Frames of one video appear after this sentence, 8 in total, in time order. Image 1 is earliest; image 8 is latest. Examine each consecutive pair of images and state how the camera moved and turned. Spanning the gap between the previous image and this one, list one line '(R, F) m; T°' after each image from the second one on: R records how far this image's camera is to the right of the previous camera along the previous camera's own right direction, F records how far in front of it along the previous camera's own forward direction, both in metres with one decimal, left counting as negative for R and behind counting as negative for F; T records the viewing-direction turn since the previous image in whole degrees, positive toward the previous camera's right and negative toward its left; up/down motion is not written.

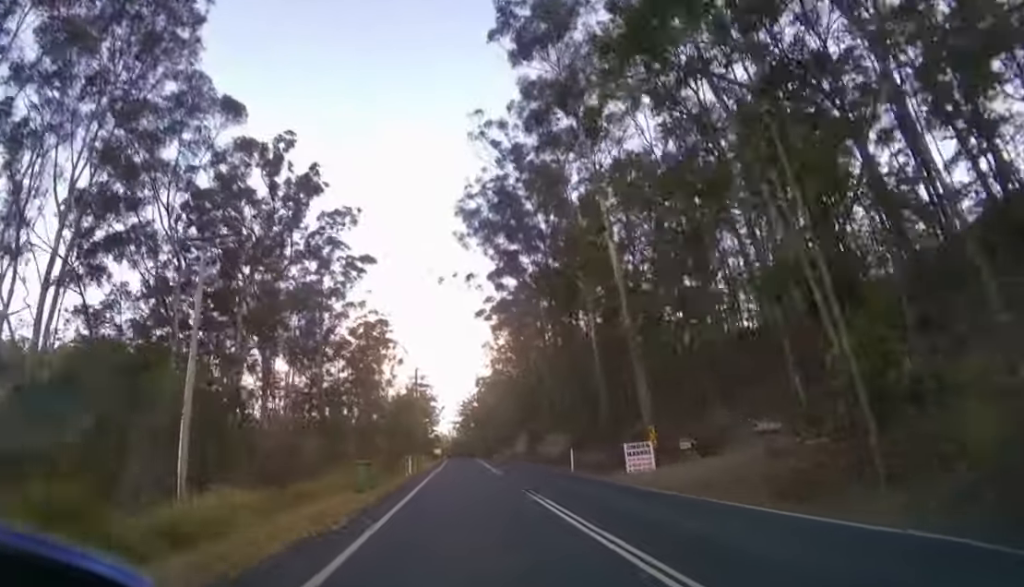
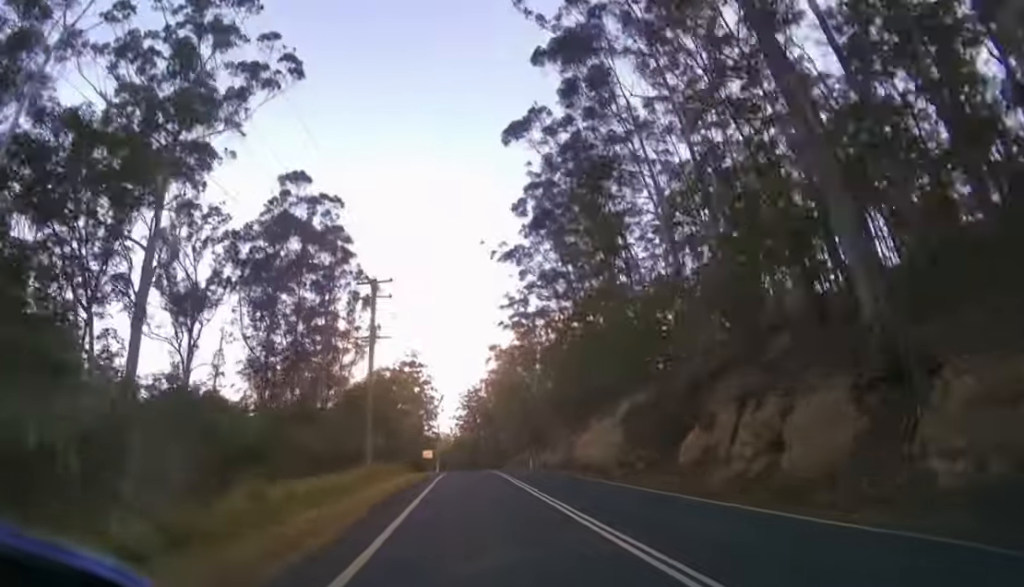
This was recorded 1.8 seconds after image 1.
(-0.2, +39.8) m; 0°
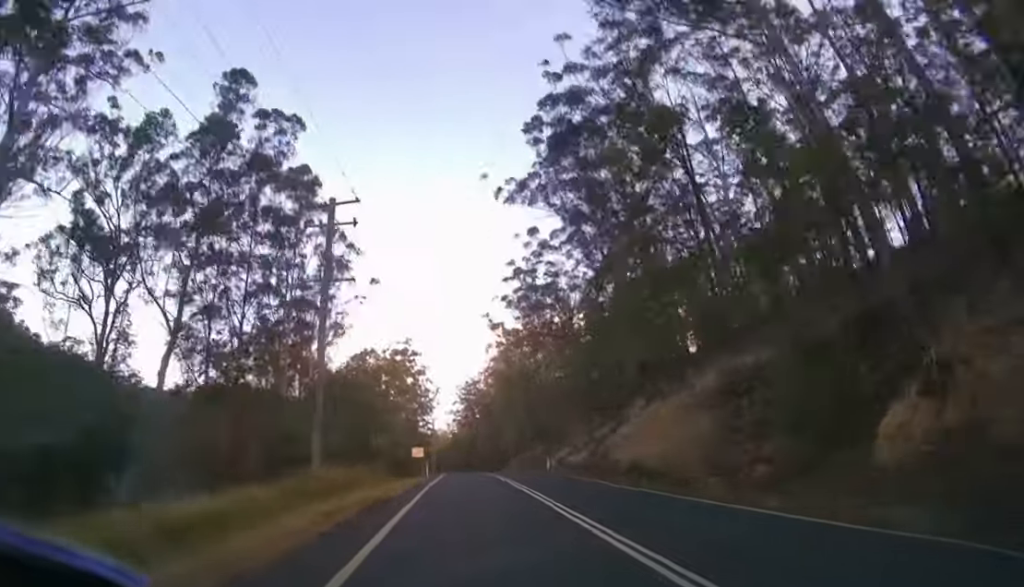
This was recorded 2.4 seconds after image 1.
(0.0, +9.7) m; 0°
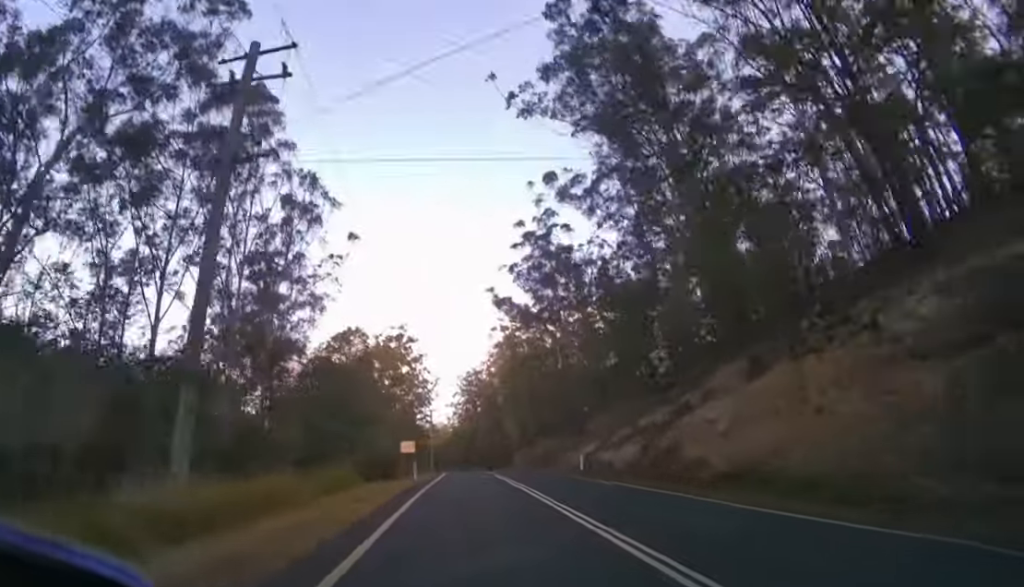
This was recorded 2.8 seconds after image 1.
(0.0, +8.5) m; 0°
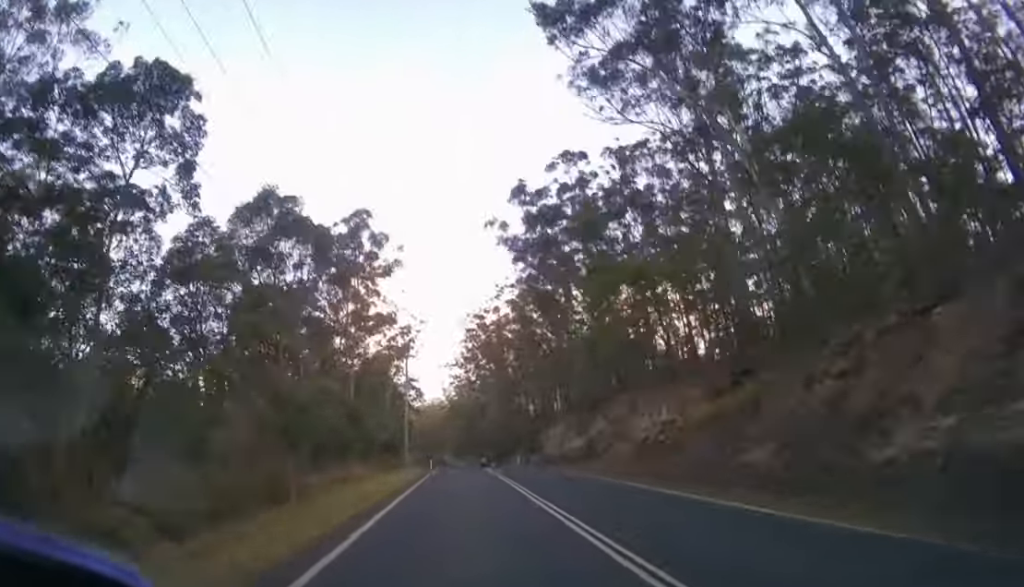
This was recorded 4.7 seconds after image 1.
(+0.3, +35.2) m; +1°
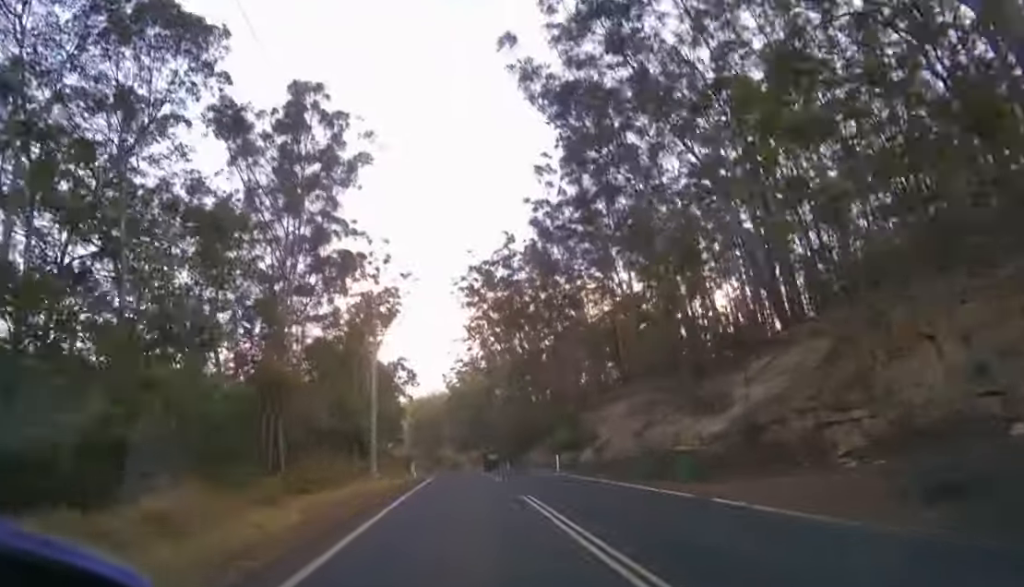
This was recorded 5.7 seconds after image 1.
(0.0, +20.2) m; 0°
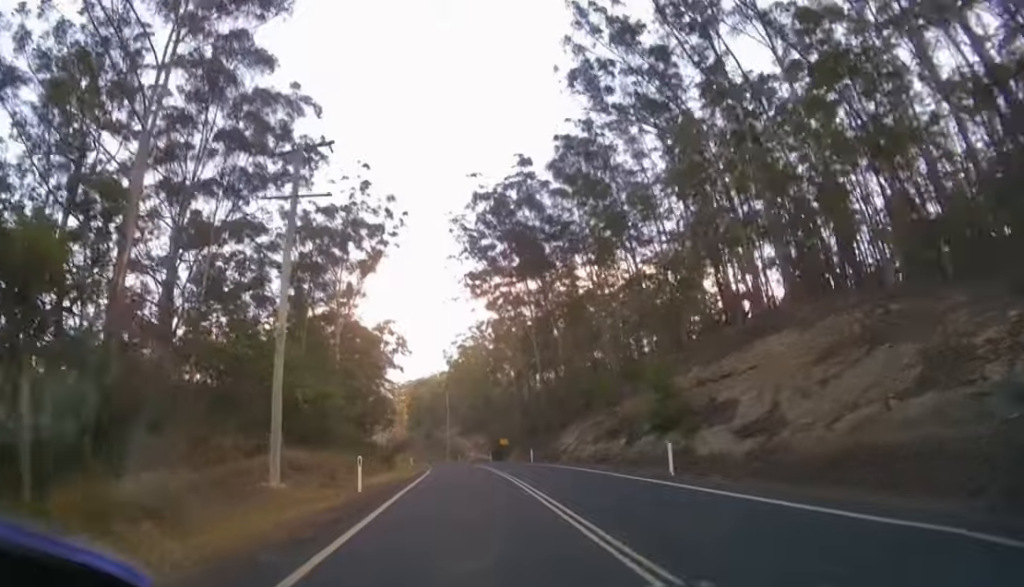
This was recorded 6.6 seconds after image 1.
(-0.1, +18.5) m; -1°
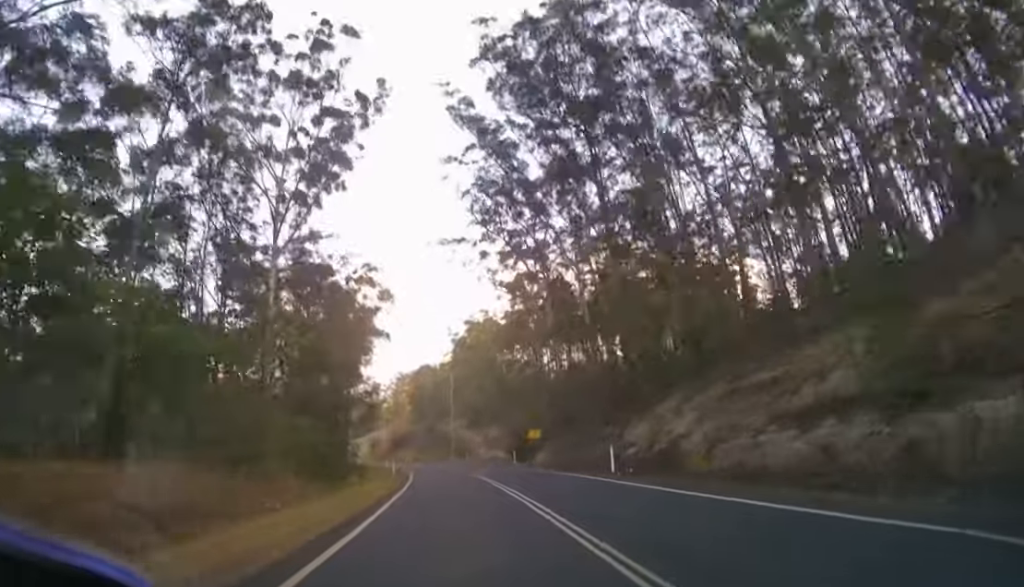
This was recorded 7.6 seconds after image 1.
(-0.3, +20.7) m; -2°
